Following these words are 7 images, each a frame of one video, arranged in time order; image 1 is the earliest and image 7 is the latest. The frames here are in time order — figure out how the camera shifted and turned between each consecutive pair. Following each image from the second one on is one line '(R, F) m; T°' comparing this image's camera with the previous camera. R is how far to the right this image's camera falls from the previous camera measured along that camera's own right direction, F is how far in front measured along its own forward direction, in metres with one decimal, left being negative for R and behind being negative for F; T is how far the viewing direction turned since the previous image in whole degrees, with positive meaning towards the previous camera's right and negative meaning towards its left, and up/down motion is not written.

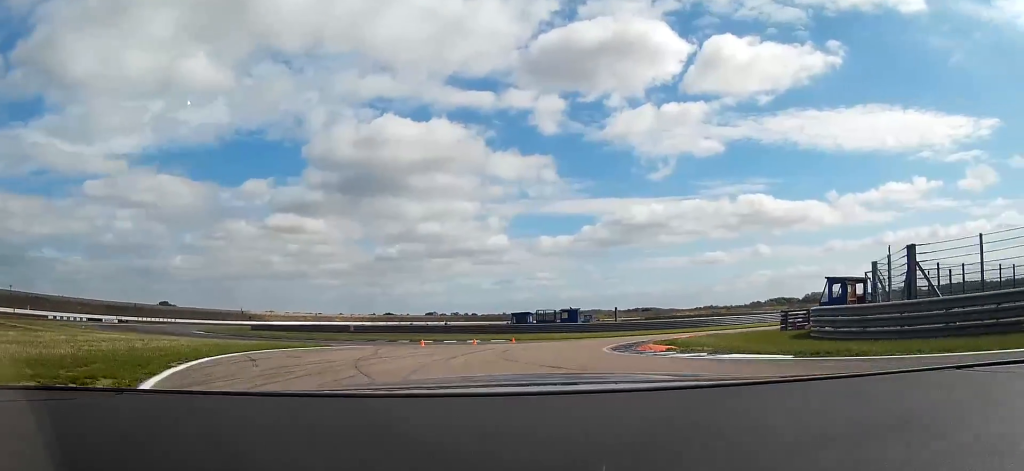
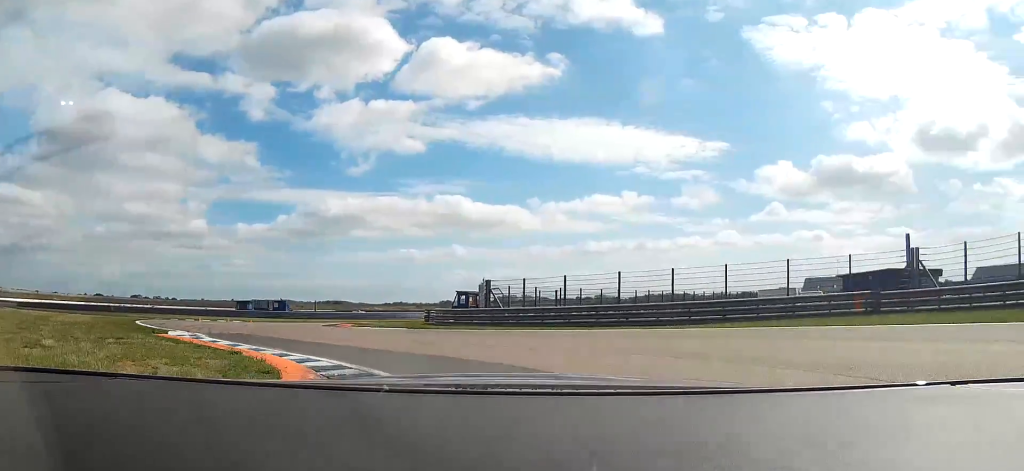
(+0.6, +17.9) m; +11°
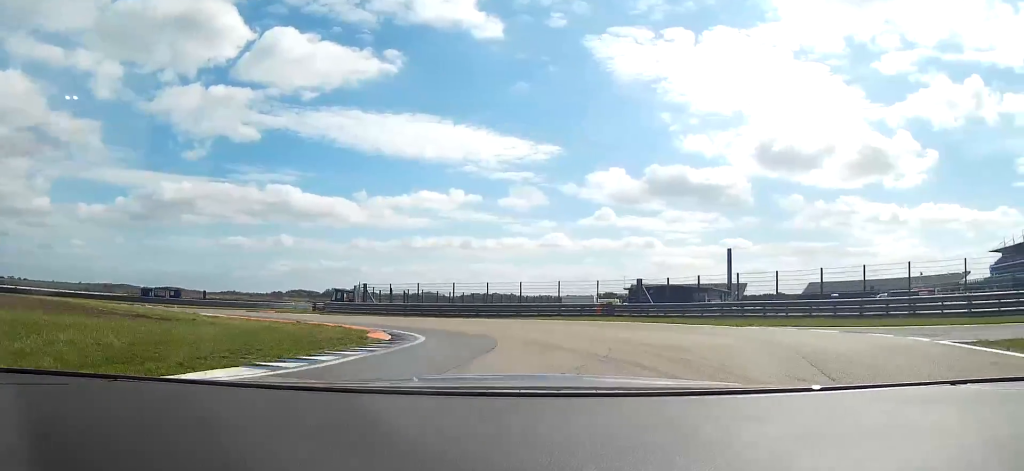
(+2.5, +17.0) m; +12°
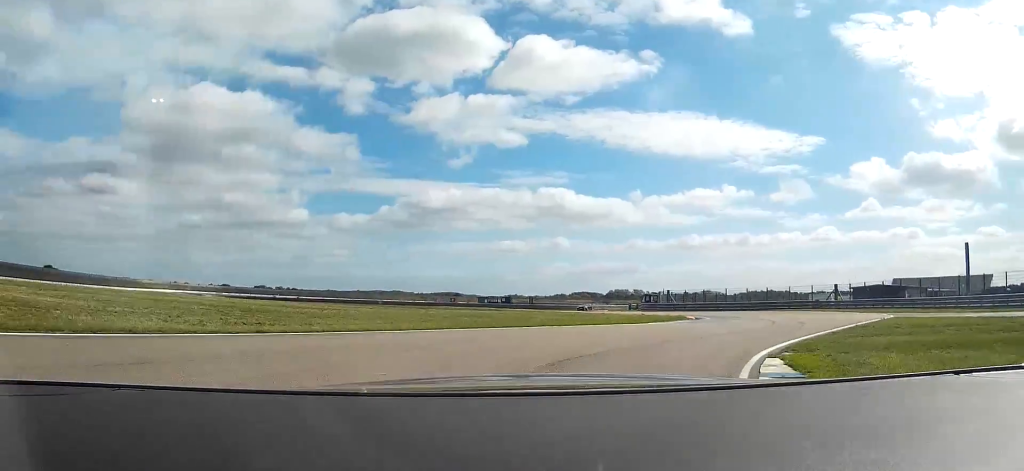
(+1.0, +26.1) m; -13°
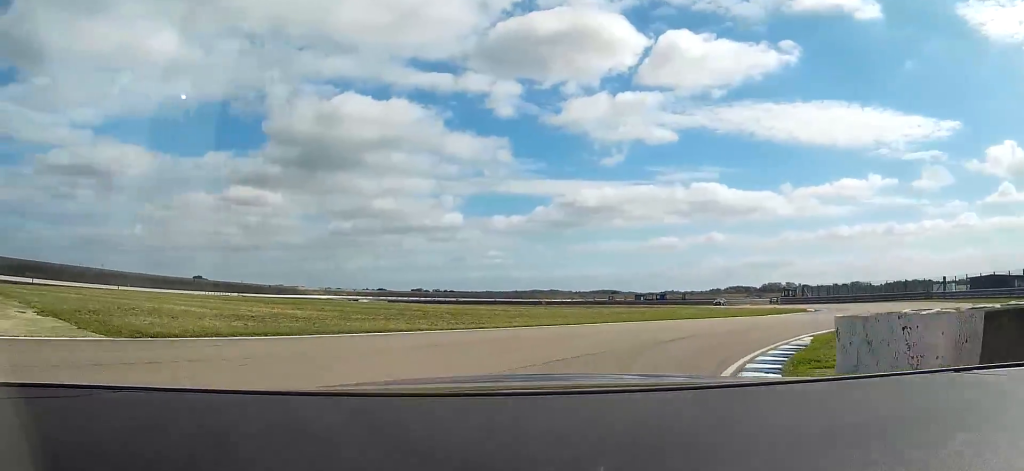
(-2.0, +8.4) m; -15°
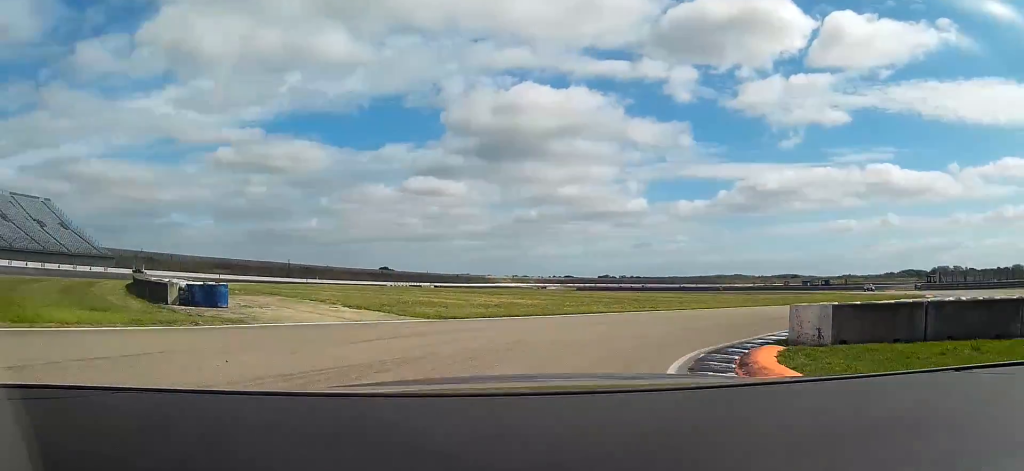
(-1.4, +10.7) m; -19°
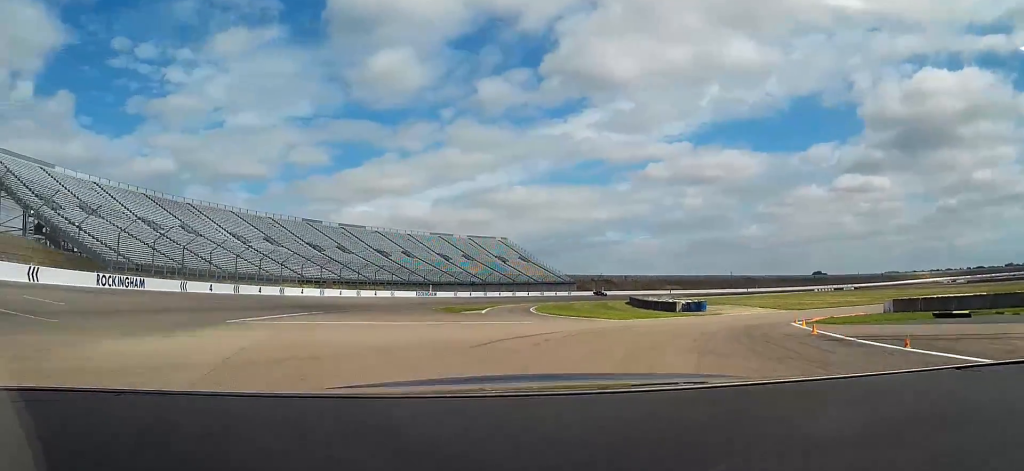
(-13.3, +31.1) m; -42°
